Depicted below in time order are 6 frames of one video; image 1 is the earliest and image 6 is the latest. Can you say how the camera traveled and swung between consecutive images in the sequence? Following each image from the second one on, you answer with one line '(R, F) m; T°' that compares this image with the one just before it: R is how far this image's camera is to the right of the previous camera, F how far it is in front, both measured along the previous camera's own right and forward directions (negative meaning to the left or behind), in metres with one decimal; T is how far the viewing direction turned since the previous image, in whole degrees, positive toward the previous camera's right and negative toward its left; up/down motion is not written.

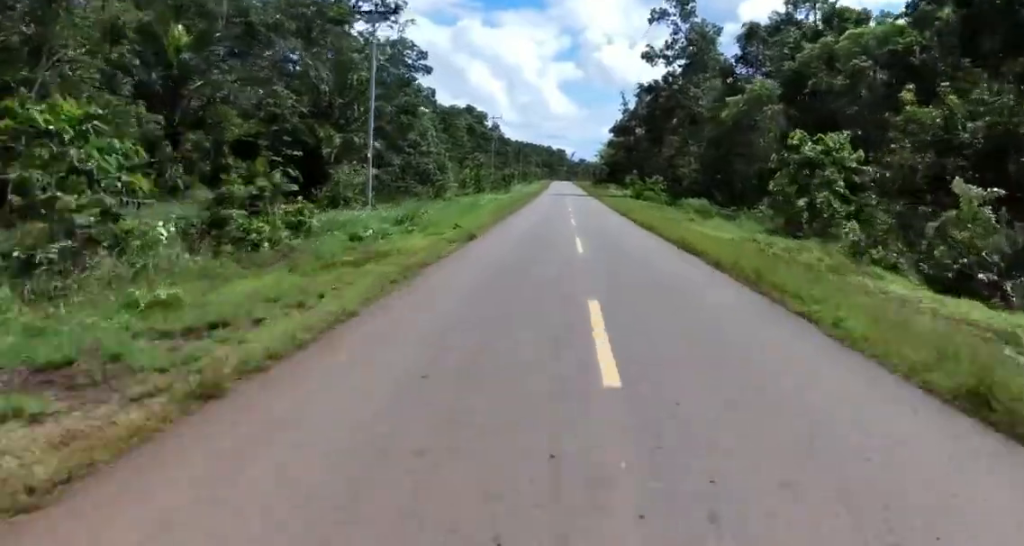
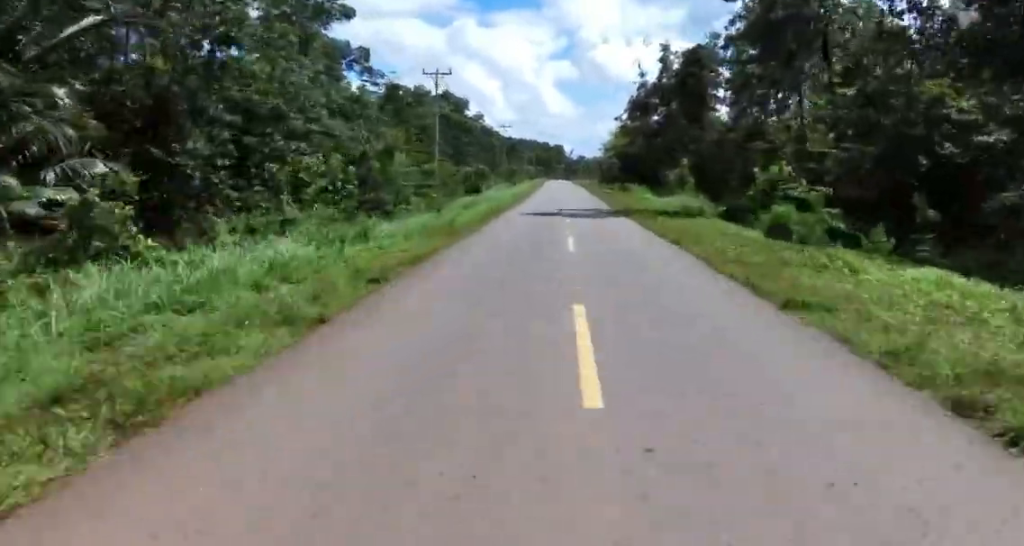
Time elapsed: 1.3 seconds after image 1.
(-0.1, +34.8) m; -1°
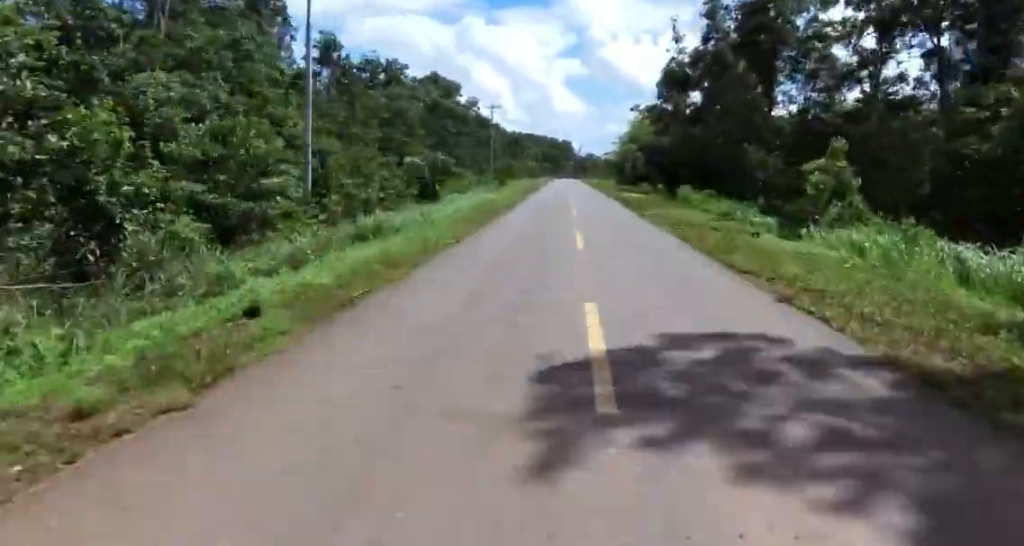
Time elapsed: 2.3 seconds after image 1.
(-0.3, +25.0) m; -1°
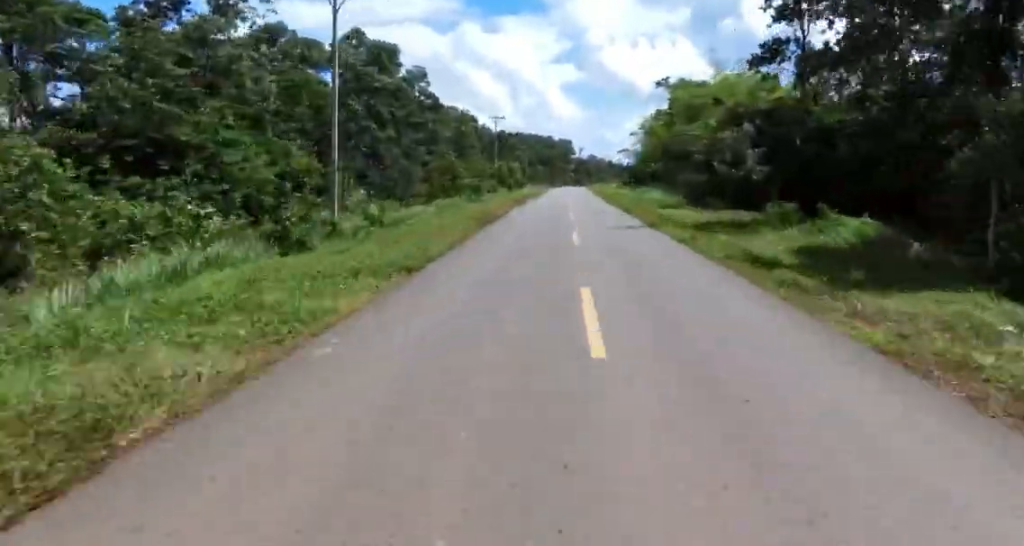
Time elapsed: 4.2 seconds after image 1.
(0.0, +48.3) m; 0°
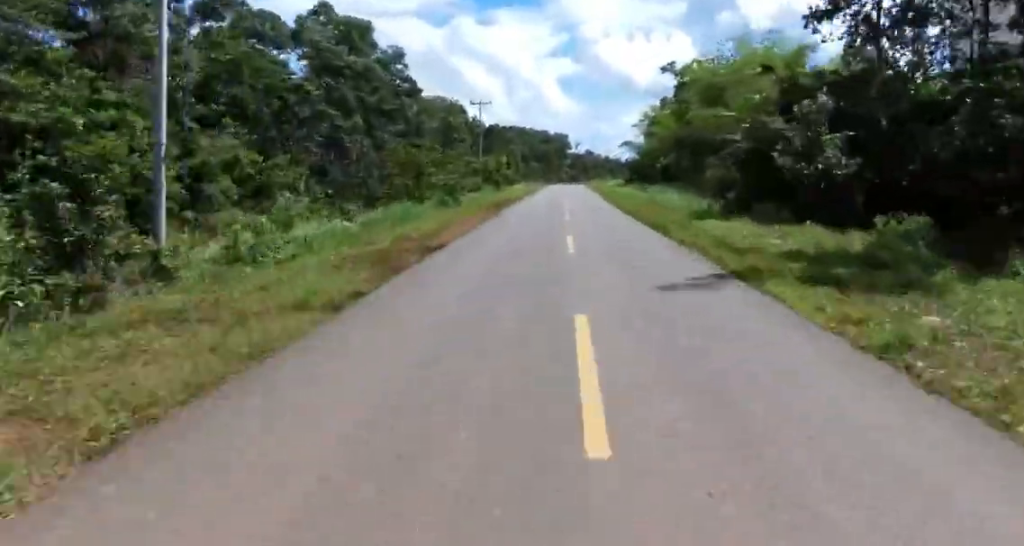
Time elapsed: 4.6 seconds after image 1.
(0.0, +9.9) m; 0°
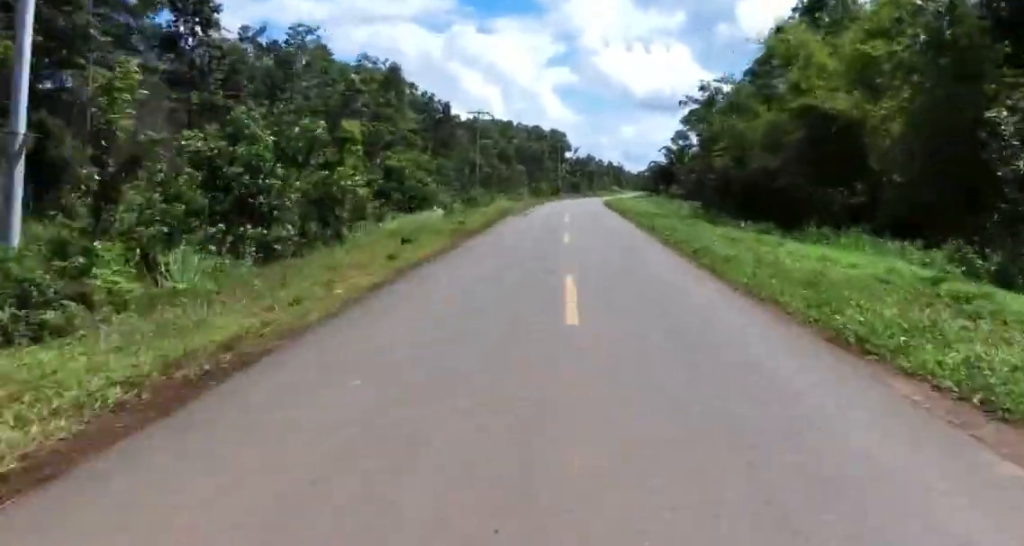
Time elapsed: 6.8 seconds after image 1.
(+0.4, +53.5) m; +1°
